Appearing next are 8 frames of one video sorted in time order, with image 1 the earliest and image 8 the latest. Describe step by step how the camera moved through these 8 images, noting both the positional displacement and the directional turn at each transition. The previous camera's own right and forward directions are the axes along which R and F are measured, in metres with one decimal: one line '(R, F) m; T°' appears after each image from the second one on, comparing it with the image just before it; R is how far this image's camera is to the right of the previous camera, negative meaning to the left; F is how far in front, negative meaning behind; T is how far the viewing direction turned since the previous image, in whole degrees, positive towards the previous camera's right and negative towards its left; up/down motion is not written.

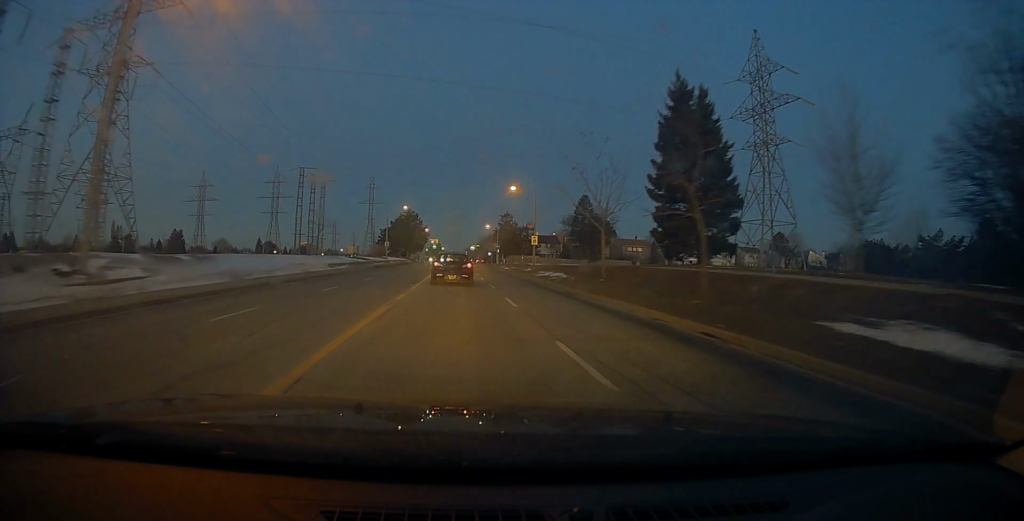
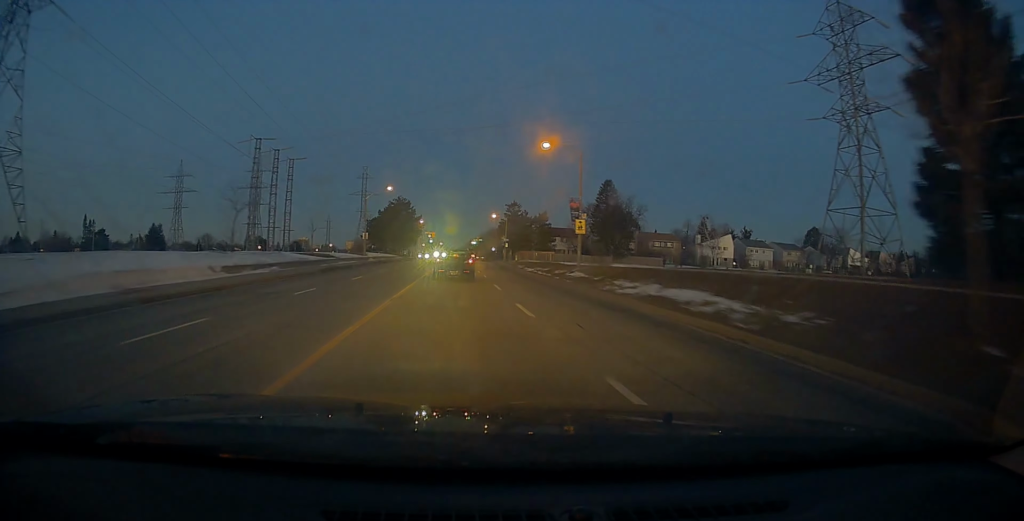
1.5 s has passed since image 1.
(-0.5, +21.1) m; -2°
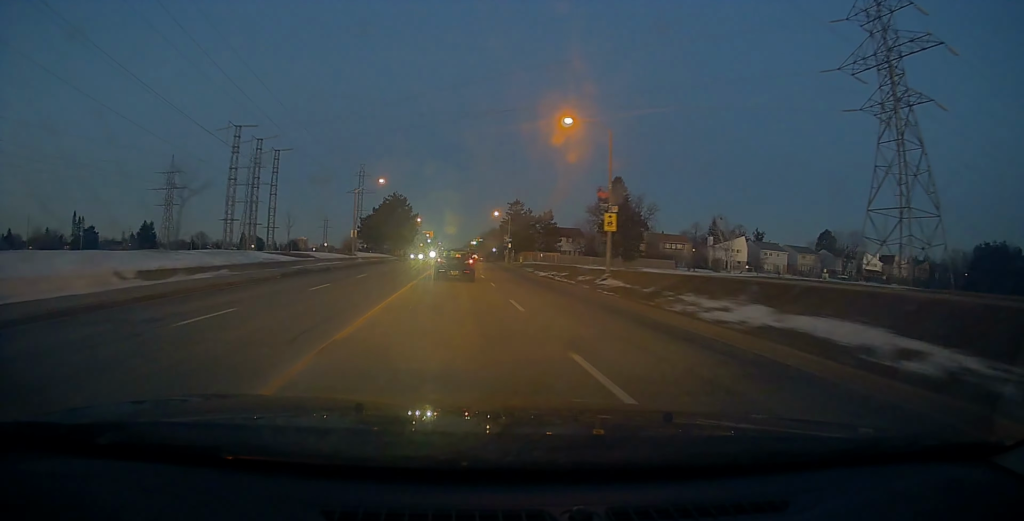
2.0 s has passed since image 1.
(0.0, +7.2) m; 0°
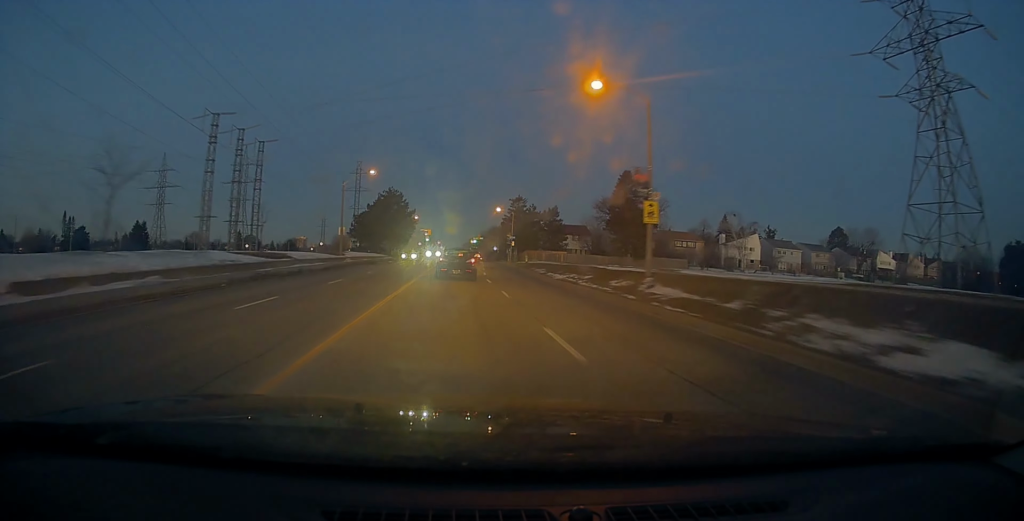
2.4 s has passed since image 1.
(-0.1, +6.3) m; 0°
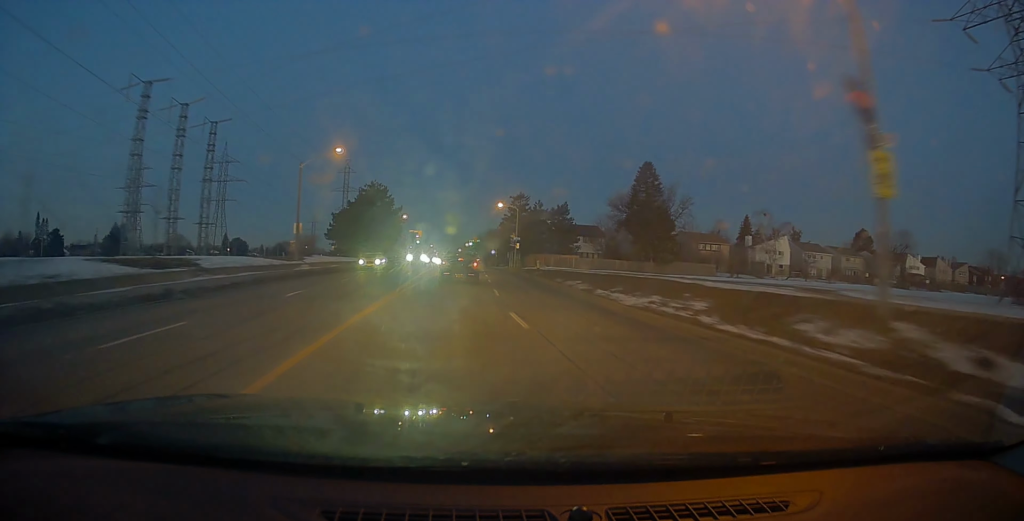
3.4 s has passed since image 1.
(0.0, +13.9) m; +2°
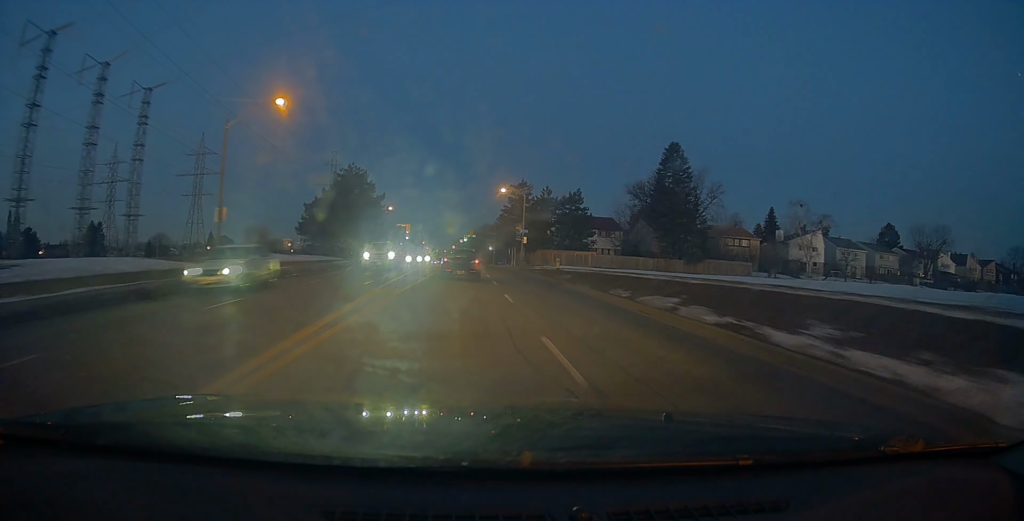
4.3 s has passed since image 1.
(+0.4, +13.5) m; +1°
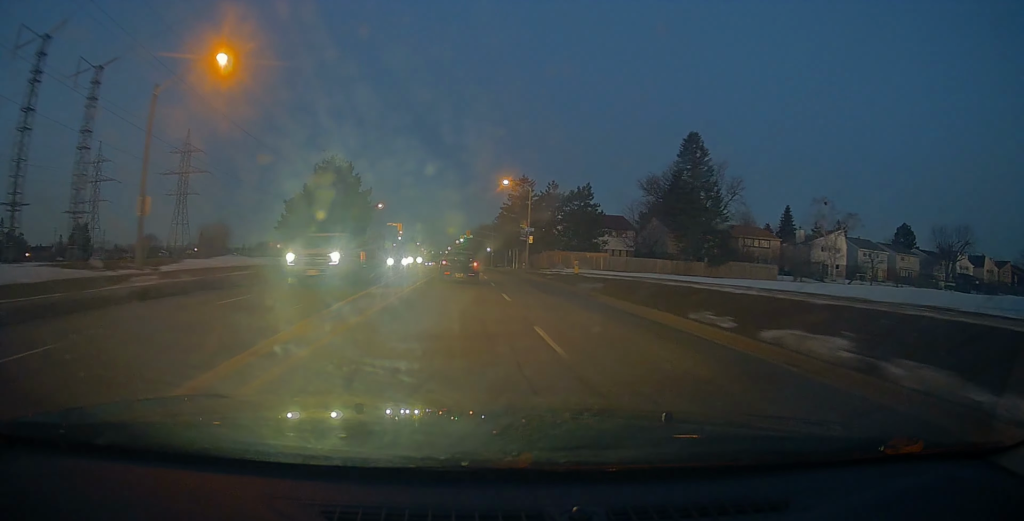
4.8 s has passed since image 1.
(+0.2, +7.7) m; 0°
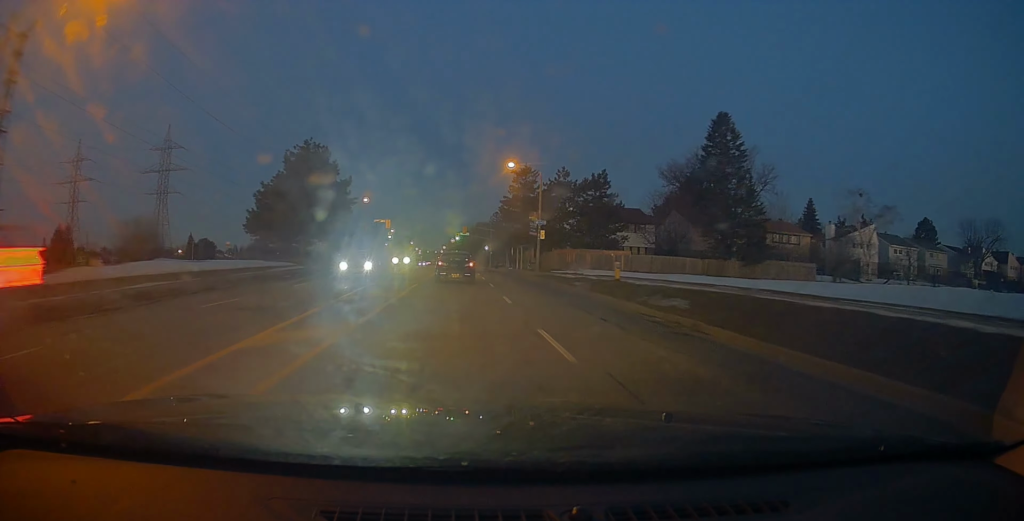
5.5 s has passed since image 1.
(-0.4, +9.7) m; -2°
